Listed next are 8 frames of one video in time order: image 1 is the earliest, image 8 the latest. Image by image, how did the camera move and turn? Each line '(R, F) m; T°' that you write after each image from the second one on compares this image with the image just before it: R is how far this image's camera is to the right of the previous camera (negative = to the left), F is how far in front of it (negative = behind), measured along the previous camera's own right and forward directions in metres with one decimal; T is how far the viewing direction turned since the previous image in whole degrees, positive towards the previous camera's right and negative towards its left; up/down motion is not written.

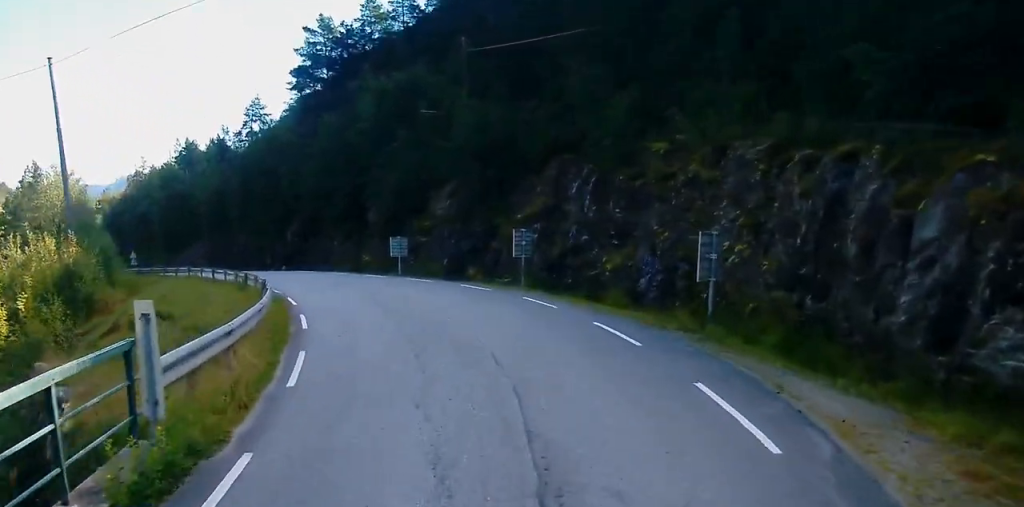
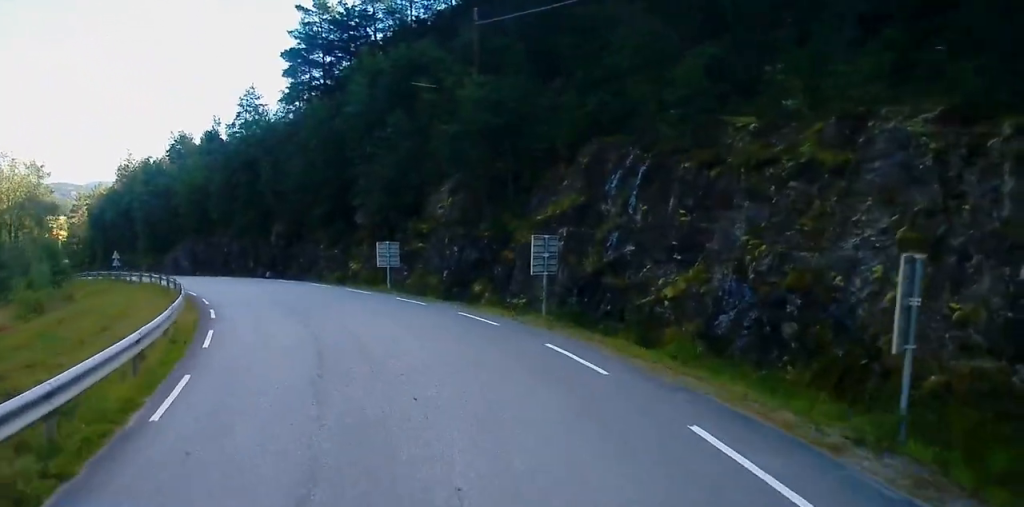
(-0.4, +7.7) m; -7°
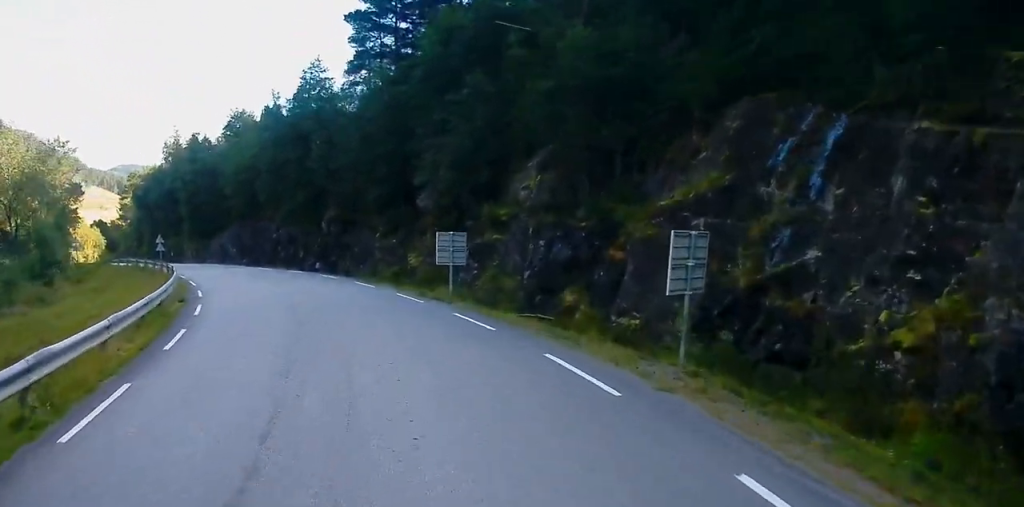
(-0.5, +7.4) m; -4°
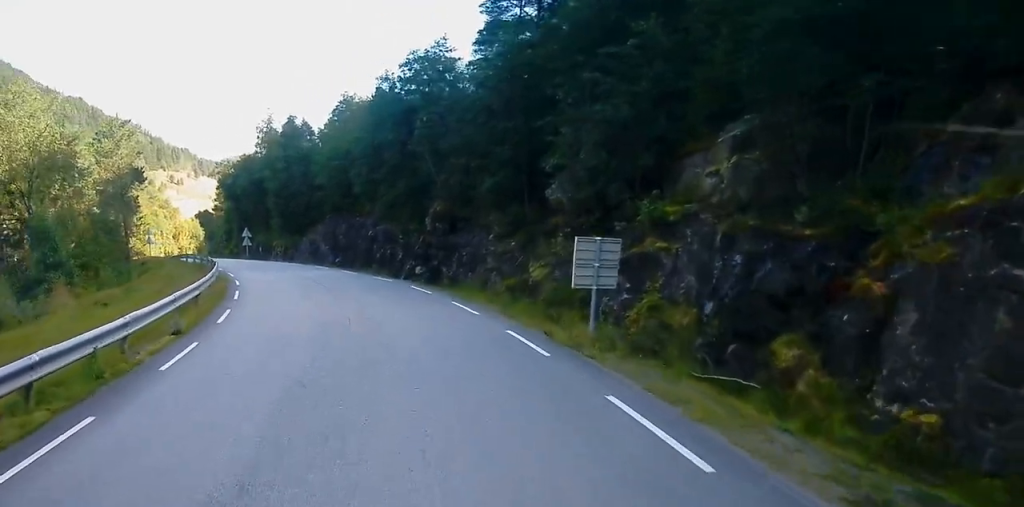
(-0.1, +8.1) m; -6°
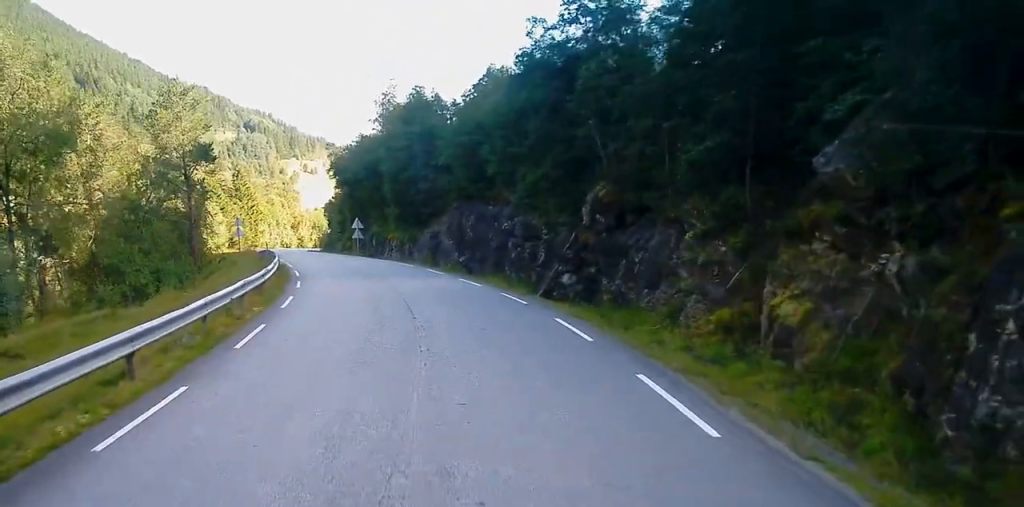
(-1.1, +10.6) m; -9°
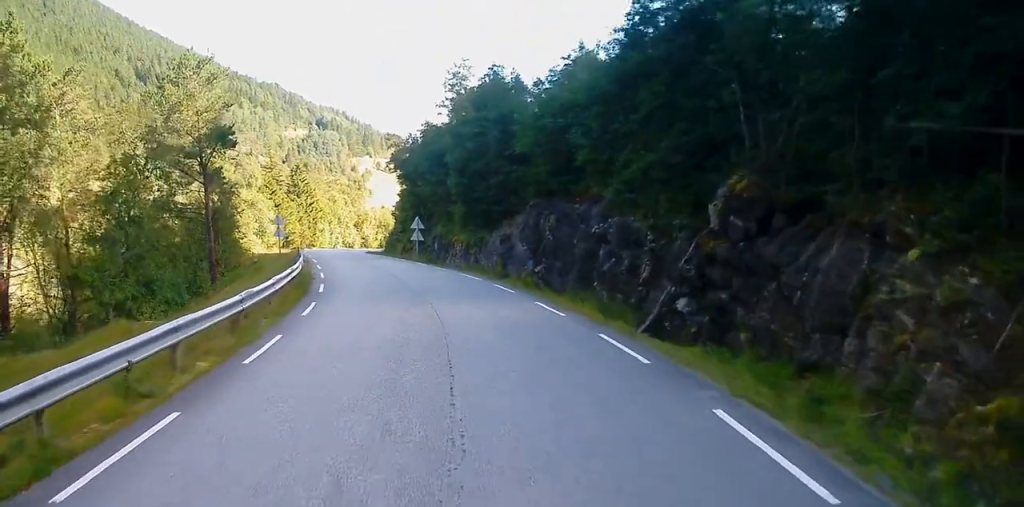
(-0.1, +7.7) m; -6°
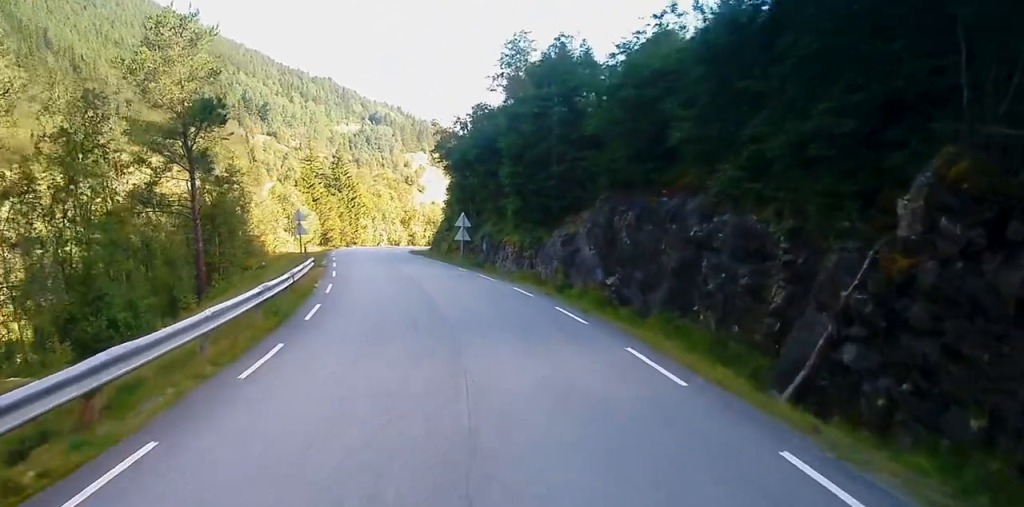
(-0.6, +7.4) m; -3°
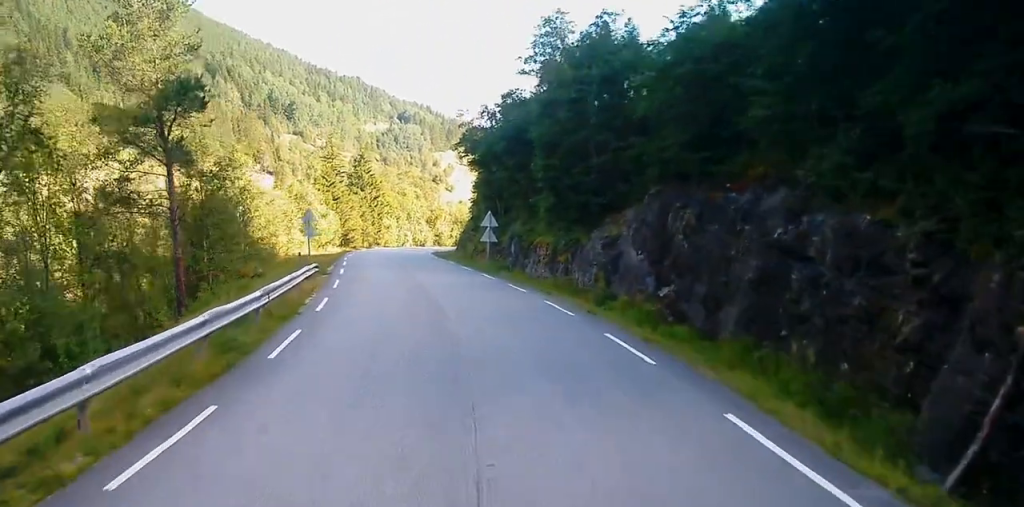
(-0.1, +4.4) m; -1°
